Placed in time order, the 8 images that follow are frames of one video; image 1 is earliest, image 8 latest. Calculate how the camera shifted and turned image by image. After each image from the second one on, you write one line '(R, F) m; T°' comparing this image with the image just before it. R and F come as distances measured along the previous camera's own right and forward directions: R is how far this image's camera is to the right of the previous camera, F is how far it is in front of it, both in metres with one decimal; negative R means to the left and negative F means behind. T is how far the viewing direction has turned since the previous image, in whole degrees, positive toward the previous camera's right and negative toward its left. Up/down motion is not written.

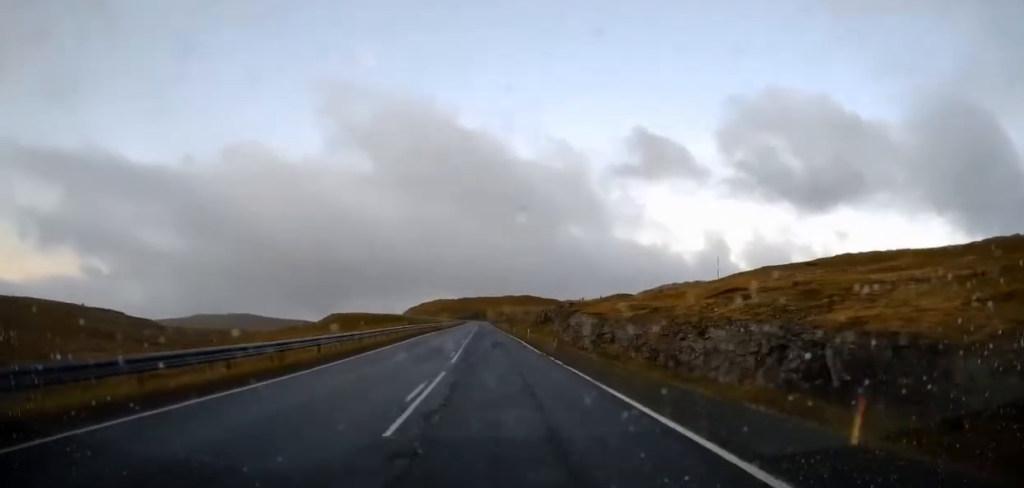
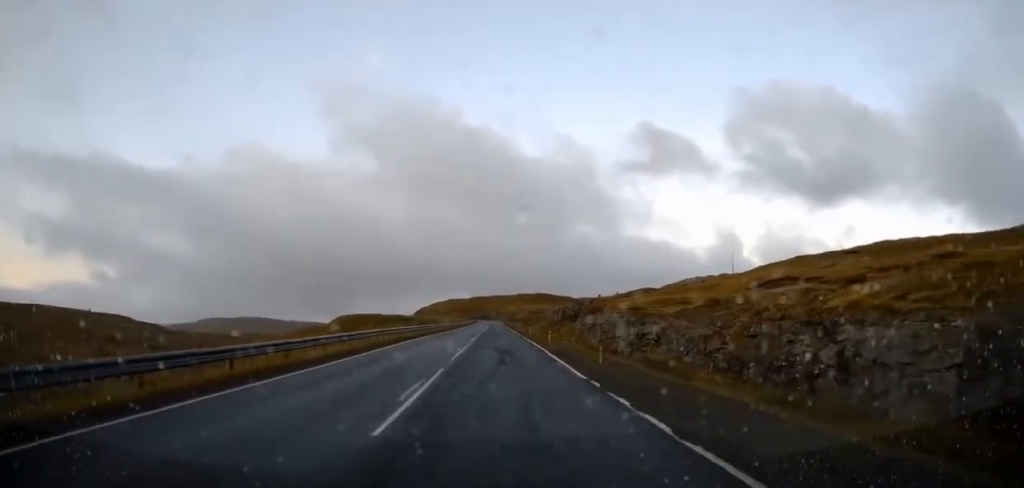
(-0.2, +11.8) m; -2°
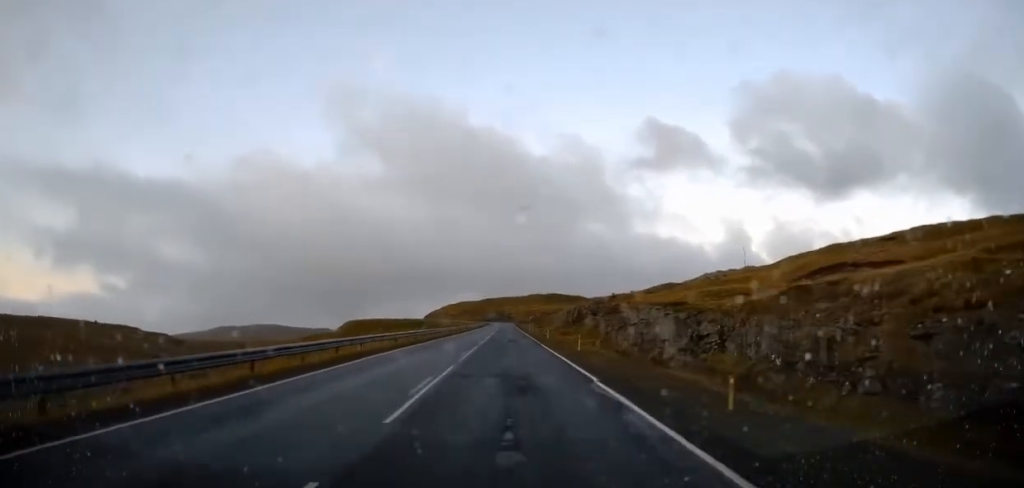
(-0.1, +10.9) m; -2°
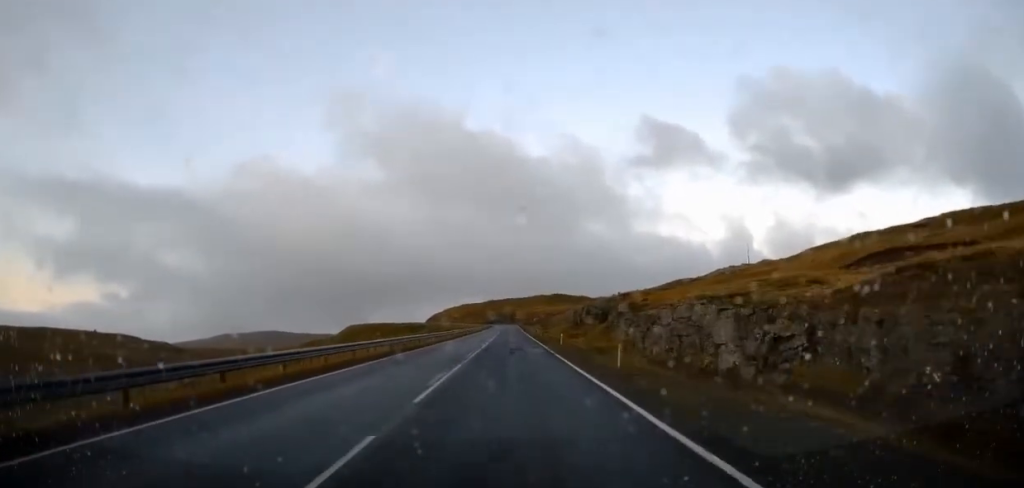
(-0.3, +9.5) m; -2°
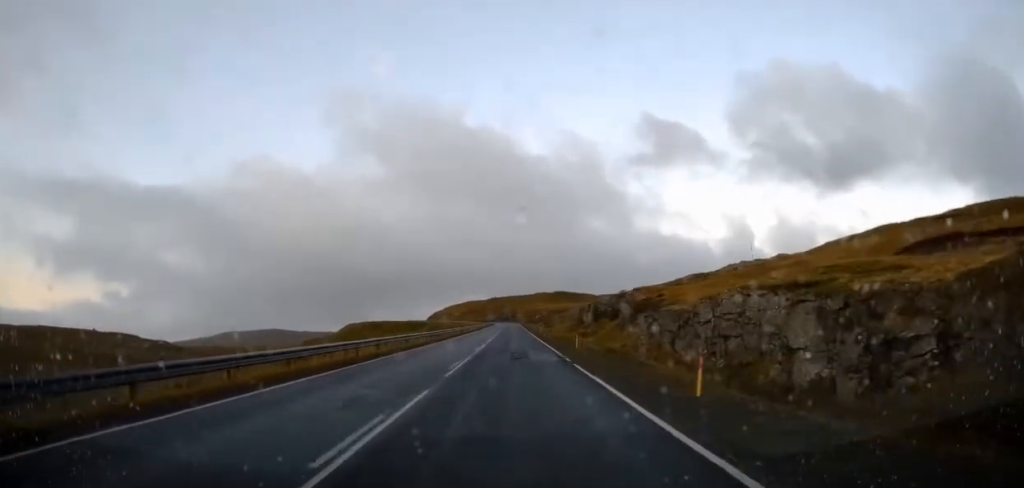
(0.0, +7.7) m; 0°
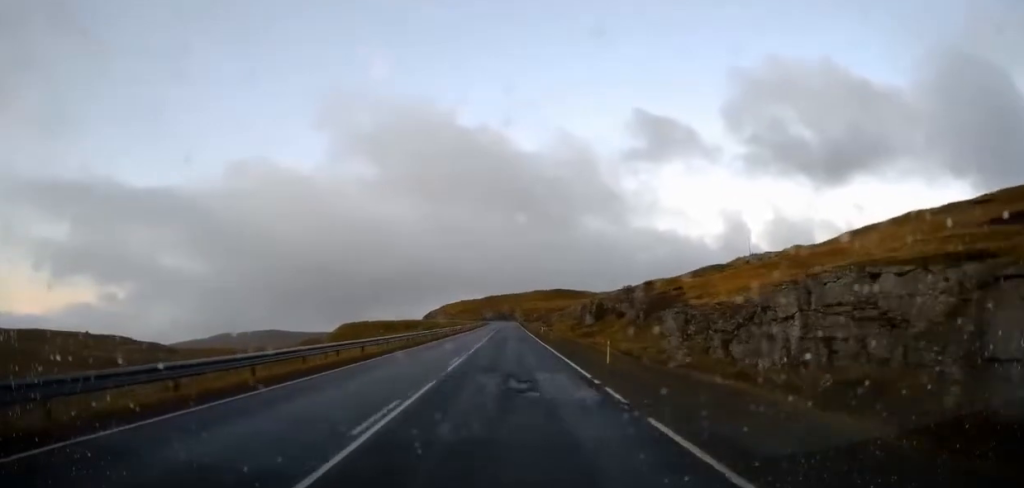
(0.0, +10.1) m; 0°
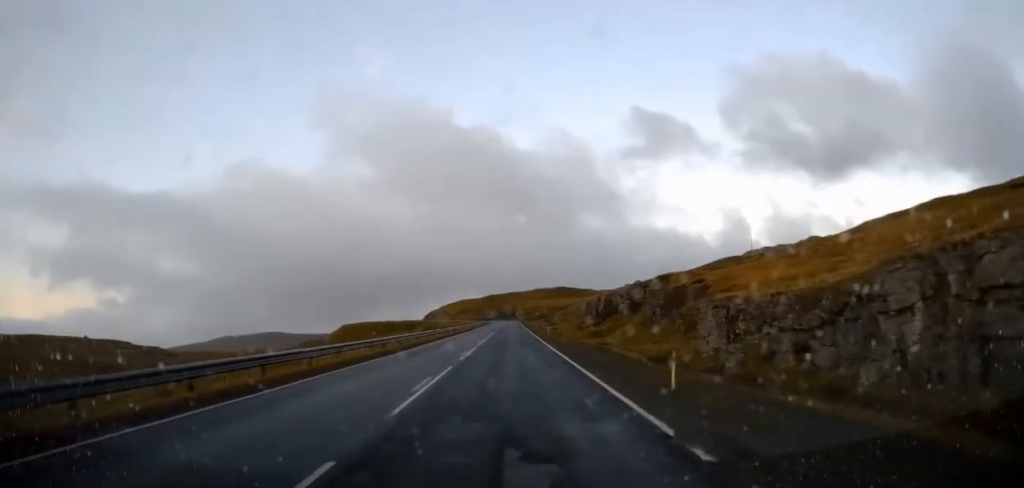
(0.0, +7.3) m; 0°
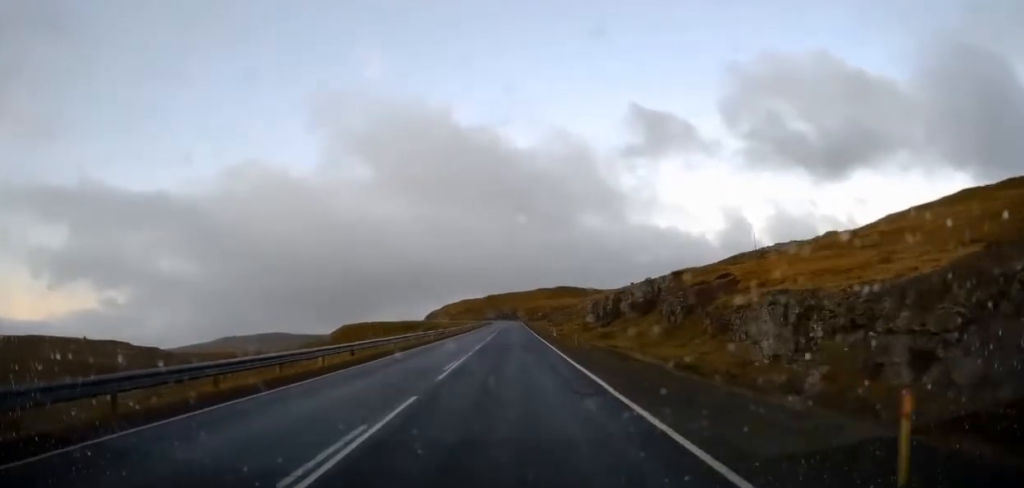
(0.0, +6.8) m; 0°
